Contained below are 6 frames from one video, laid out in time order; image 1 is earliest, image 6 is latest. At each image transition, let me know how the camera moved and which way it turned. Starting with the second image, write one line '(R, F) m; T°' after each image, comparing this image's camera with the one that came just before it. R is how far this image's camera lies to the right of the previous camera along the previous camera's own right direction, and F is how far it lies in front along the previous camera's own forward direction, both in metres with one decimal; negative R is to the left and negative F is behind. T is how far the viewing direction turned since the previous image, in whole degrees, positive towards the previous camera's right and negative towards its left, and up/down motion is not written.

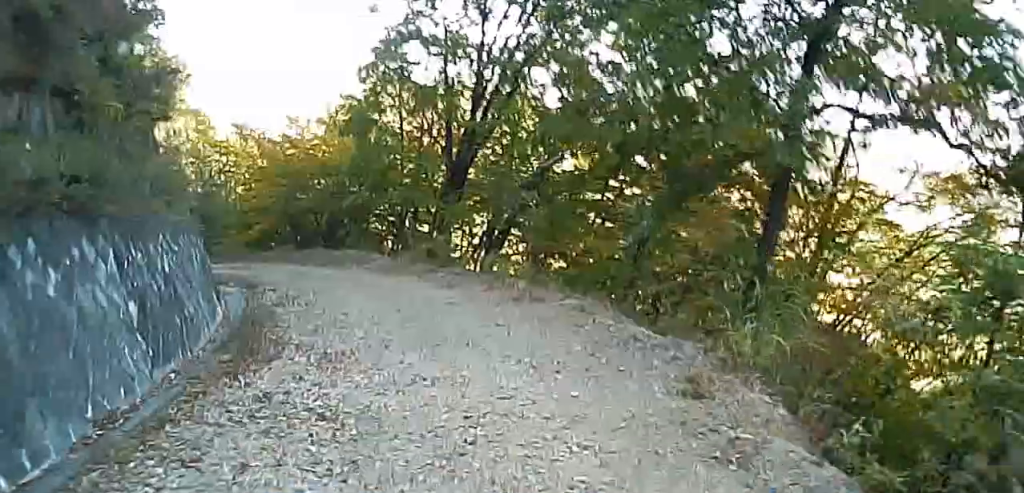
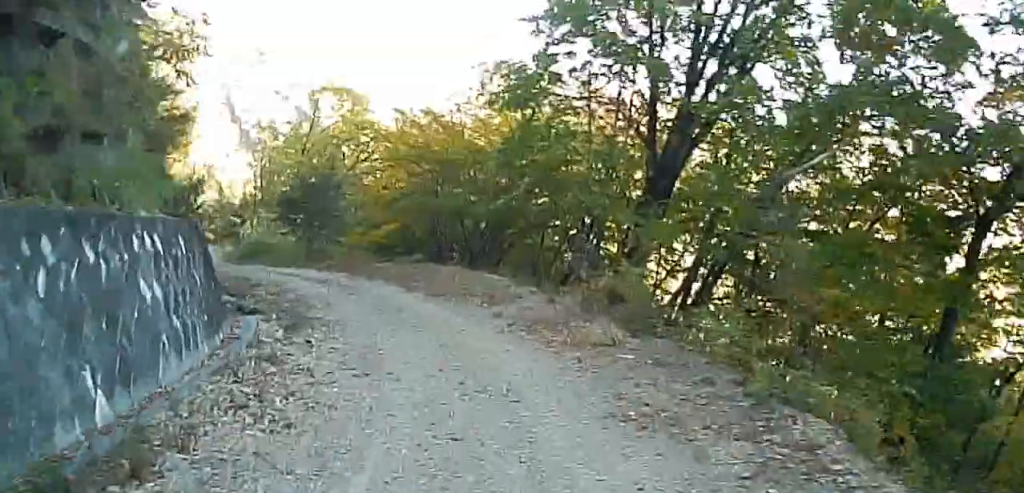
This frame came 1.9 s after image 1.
(-0.6, +6.9) m; +3°
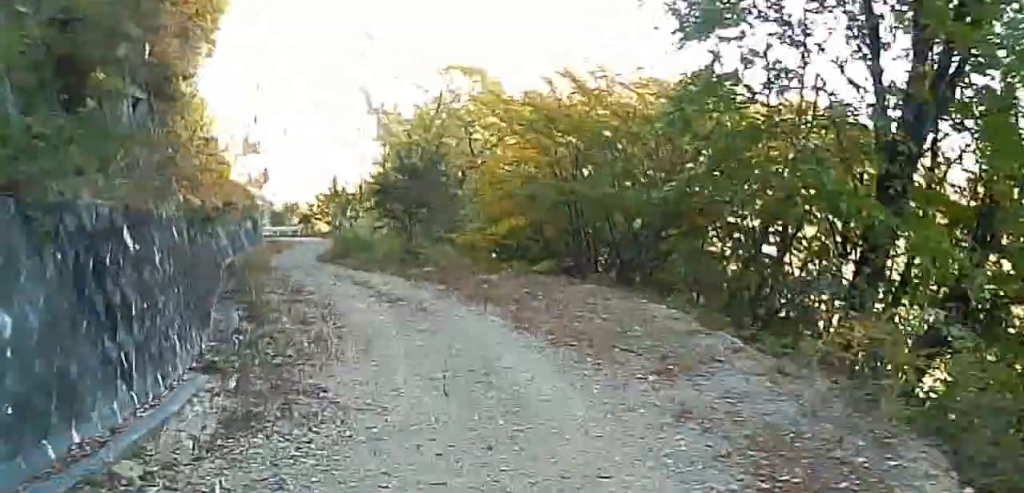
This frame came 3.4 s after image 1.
(-1.1, +5.2) m; -24°
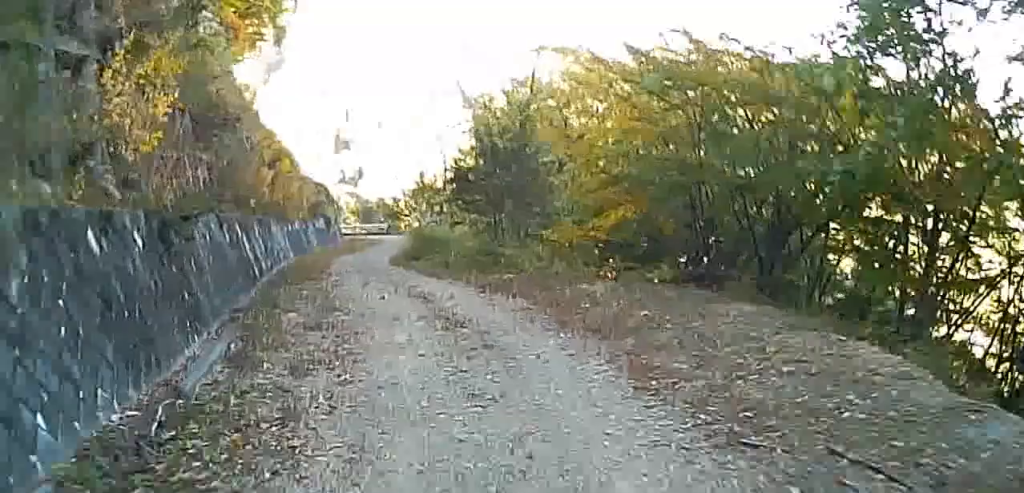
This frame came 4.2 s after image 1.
(-0.1, +4.7) m; -7°
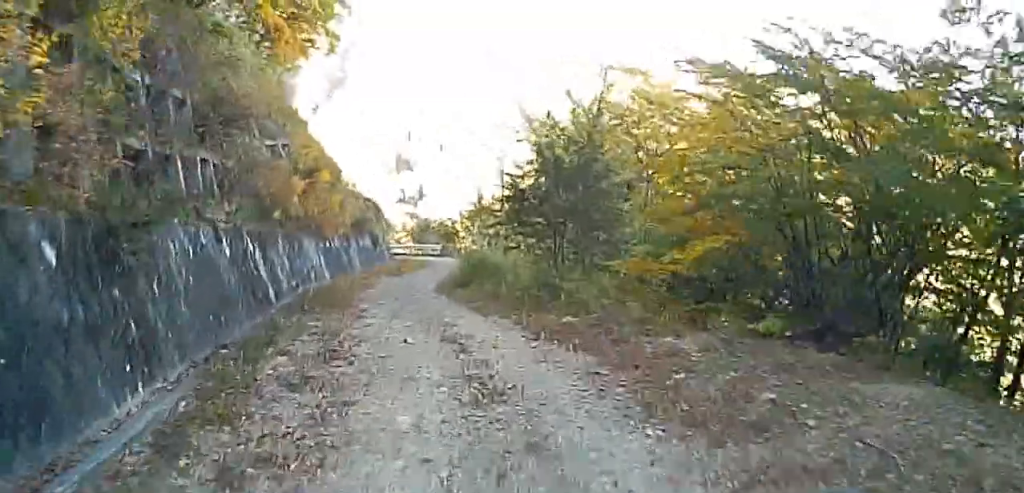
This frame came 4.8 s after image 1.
(-0.3, +3.2) m; -4°
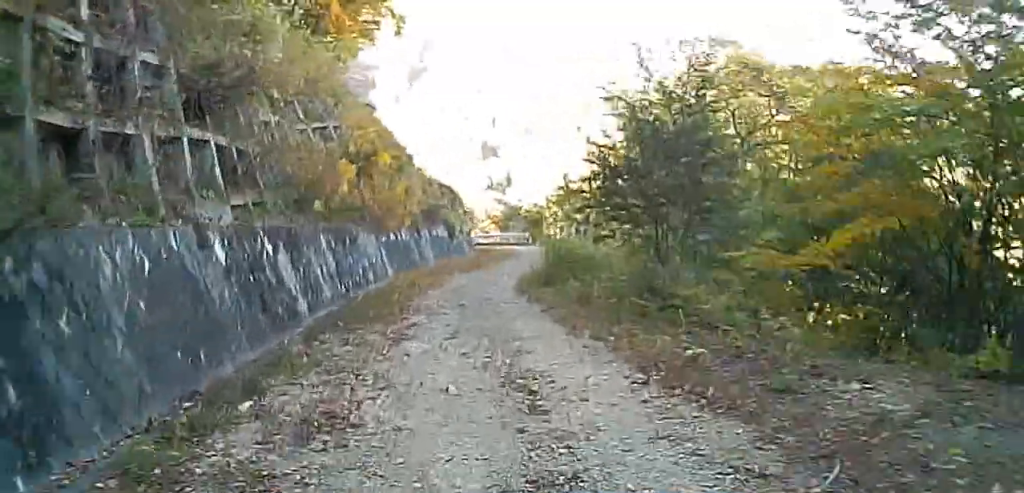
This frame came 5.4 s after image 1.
(-0.2, +3.9) m; -4°
